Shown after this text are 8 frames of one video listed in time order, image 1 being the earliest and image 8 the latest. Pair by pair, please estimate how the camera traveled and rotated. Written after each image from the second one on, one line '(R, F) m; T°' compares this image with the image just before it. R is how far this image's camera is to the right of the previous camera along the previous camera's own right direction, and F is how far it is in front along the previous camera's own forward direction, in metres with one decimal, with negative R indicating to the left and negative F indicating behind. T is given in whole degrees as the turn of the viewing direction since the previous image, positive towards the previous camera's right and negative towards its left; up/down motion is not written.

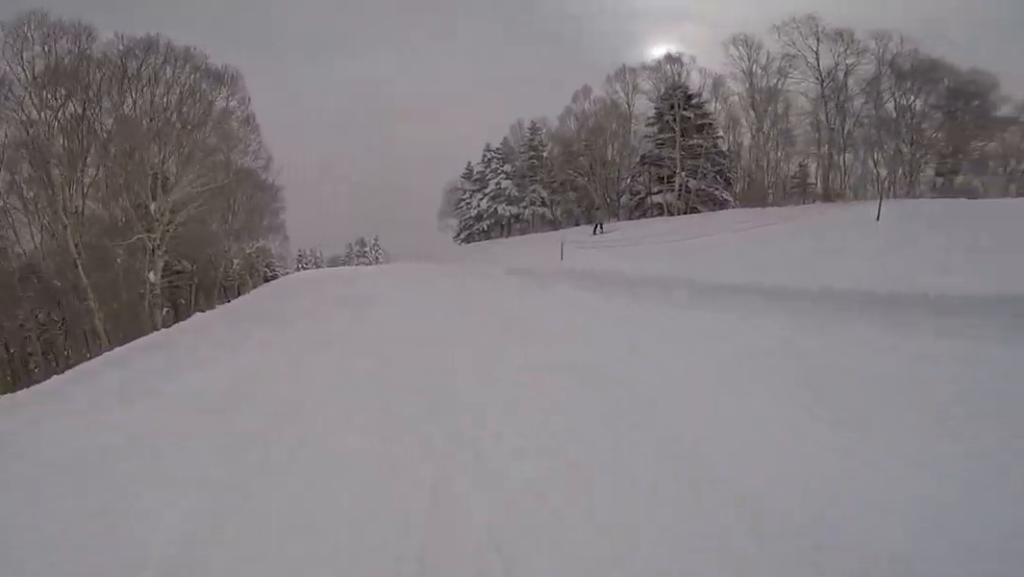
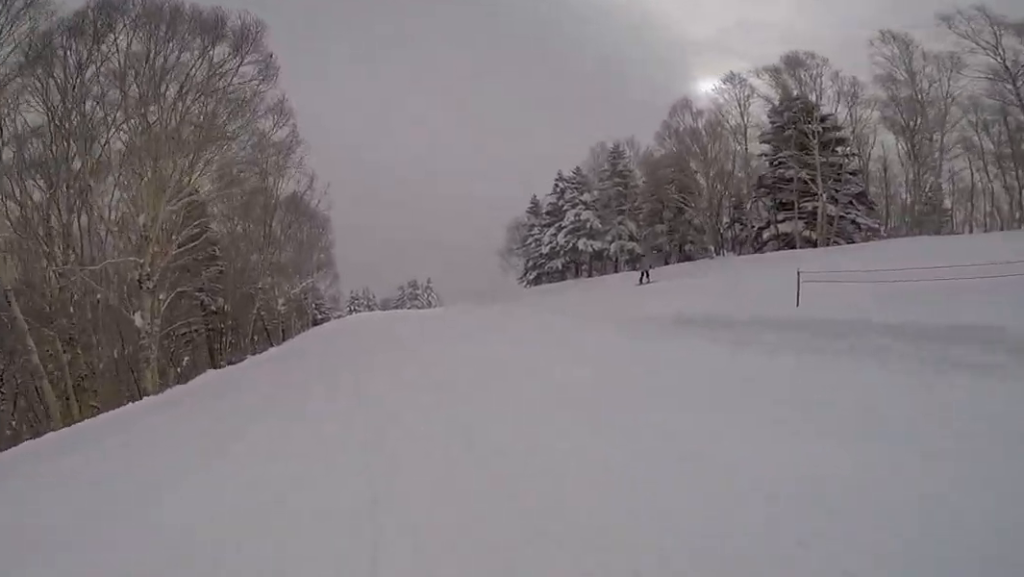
(+0.2, +5.4) m; 0°
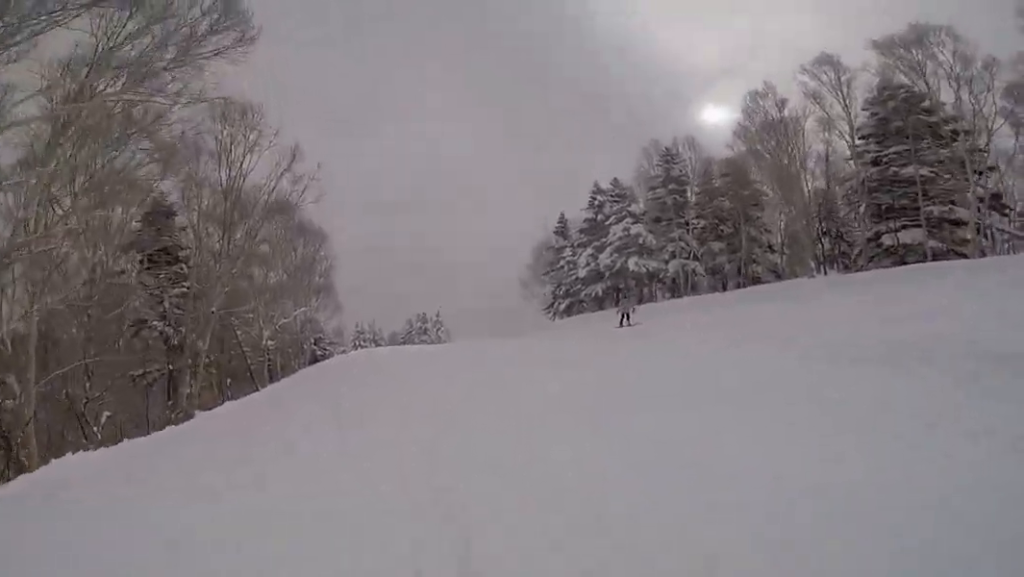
(-0.5, +6.5) m; 0°
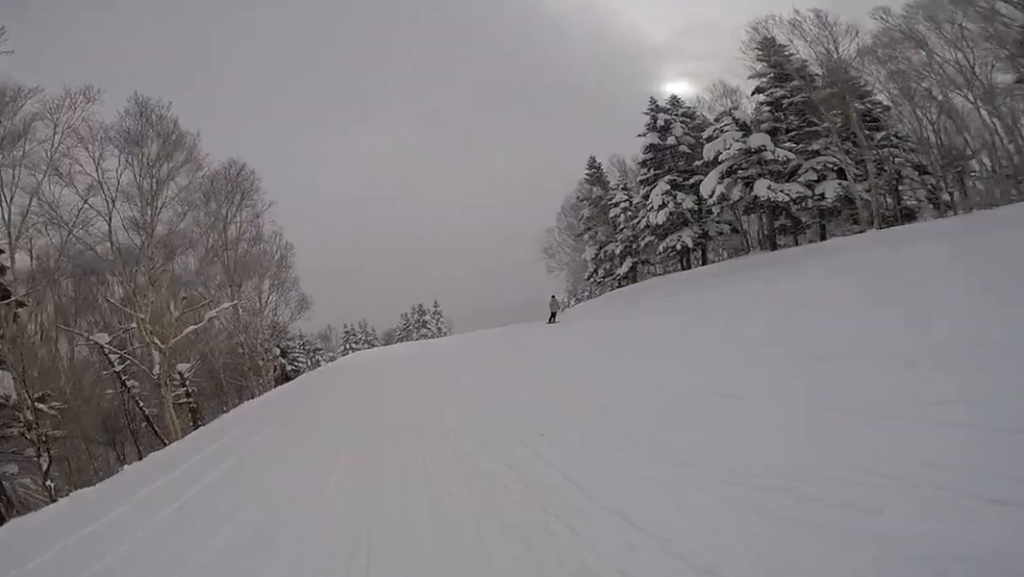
(-1.2, +12.7) m; -7°
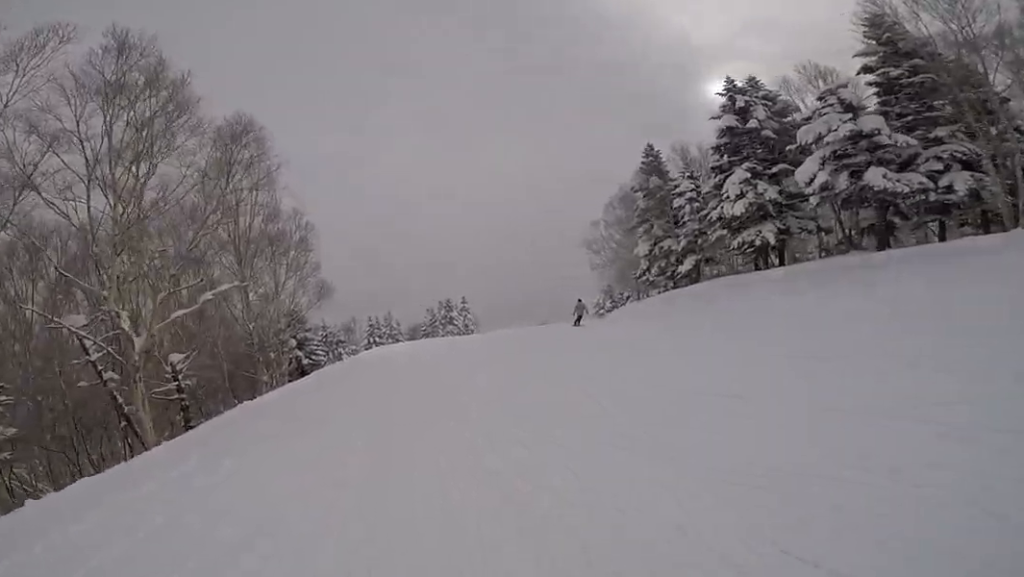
(-0.4, +3.1) m; +8°
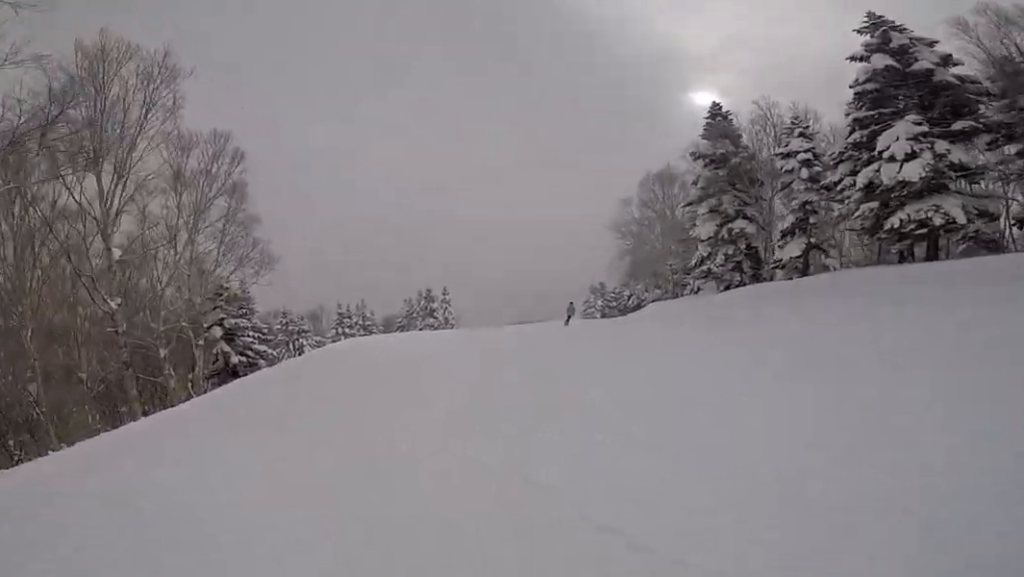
(+0.9, +9.0) m; +1°
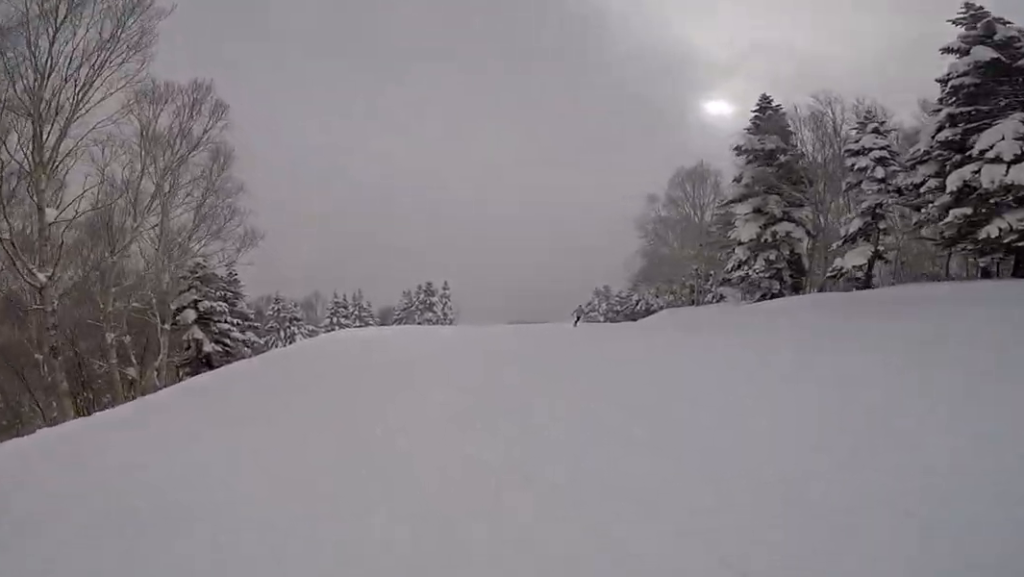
(-0.3, +2.7) m; -1°
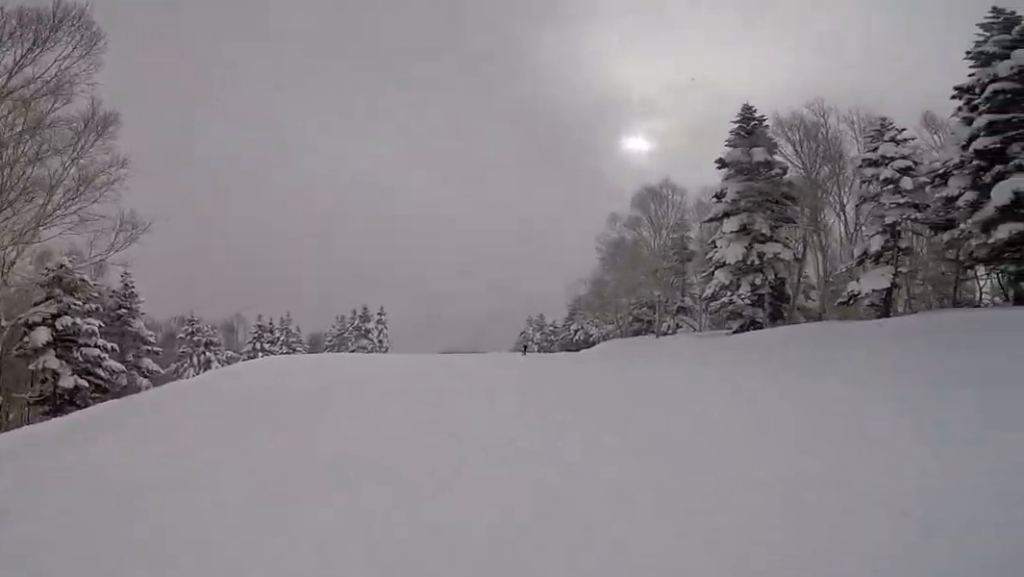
(+1.0, +4.6) m; -2°
